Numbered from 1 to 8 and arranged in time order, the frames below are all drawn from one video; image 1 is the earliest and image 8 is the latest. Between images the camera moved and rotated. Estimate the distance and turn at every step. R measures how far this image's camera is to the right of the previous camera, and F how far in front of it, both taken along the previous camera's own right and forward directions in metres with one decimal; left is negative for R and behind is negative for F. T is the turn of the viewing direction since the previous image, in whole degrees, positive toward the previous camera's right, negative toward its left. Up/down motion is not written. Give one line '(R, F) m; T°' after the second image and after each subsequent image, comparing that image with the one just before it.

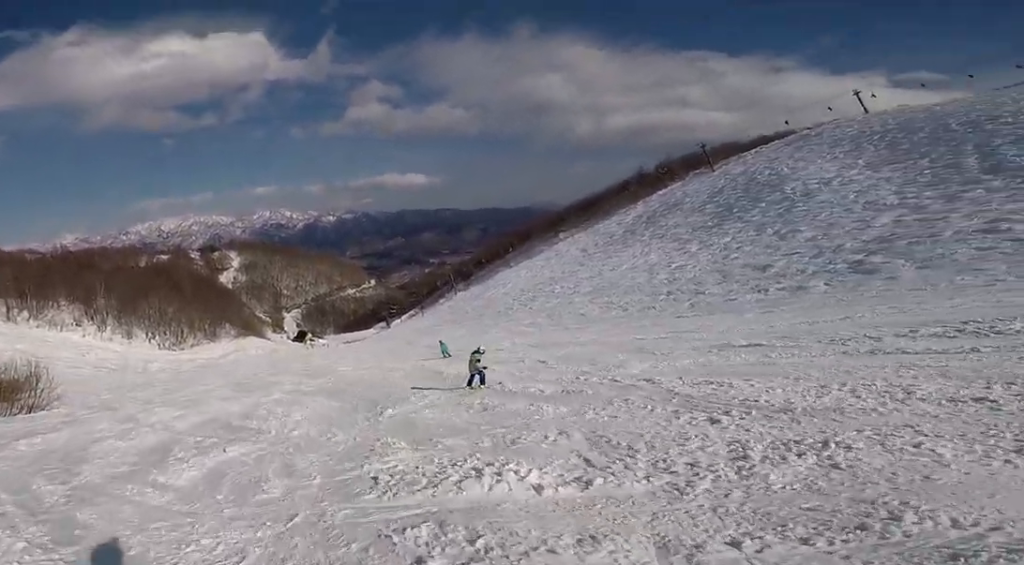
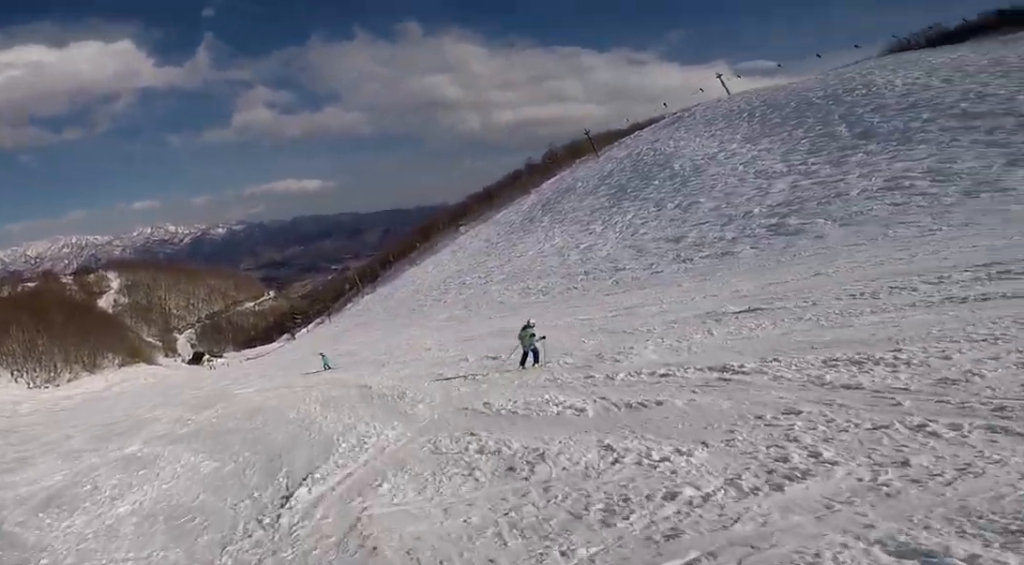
(+0.3, +3.9) m; +15°
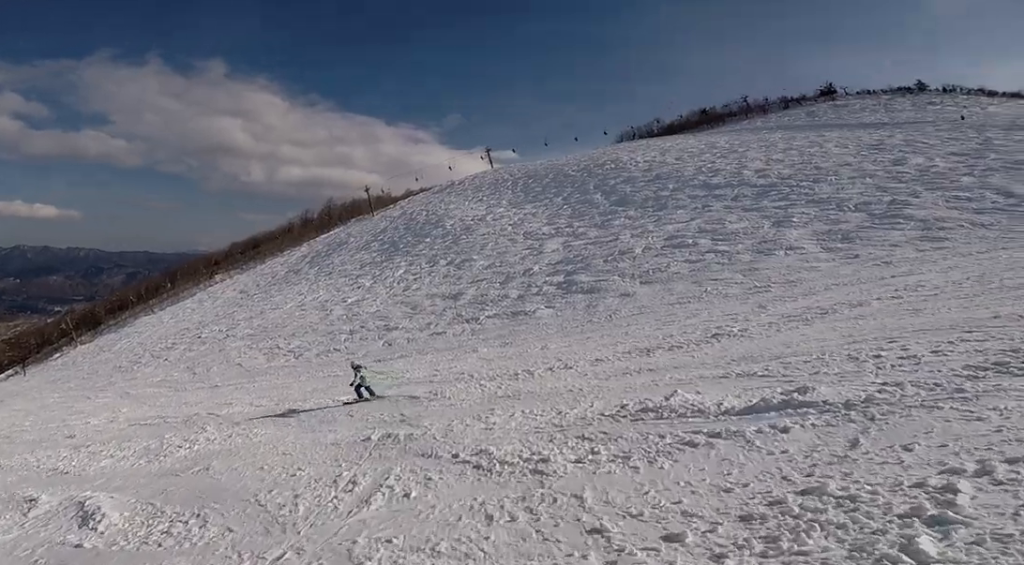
(+3.7, +9.1) m; +31°
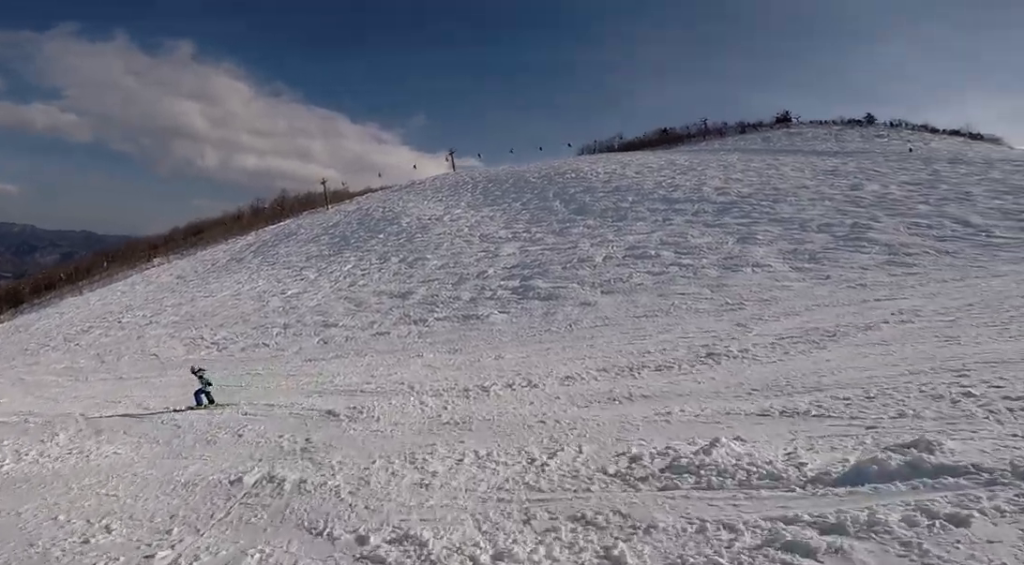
(+0.6, +2.5) m; -9°
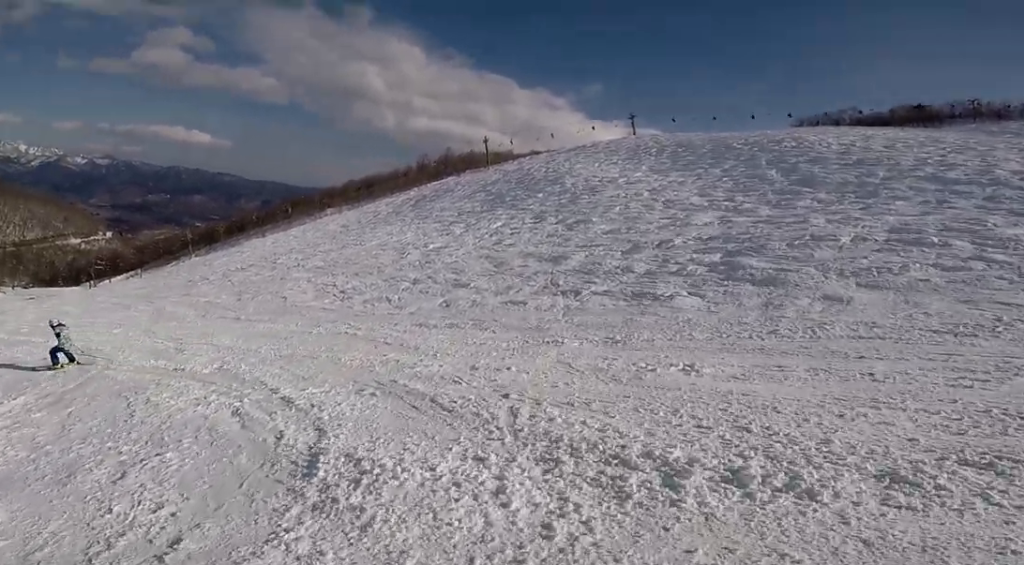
(-1.4, +3.9) m; -35°
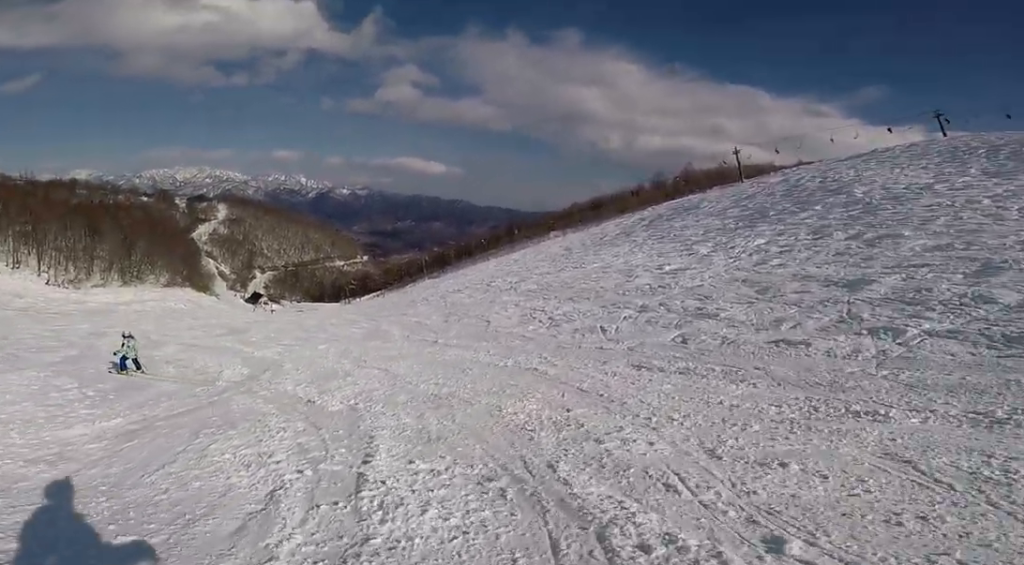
(-0.7, +2.9) m; -21°
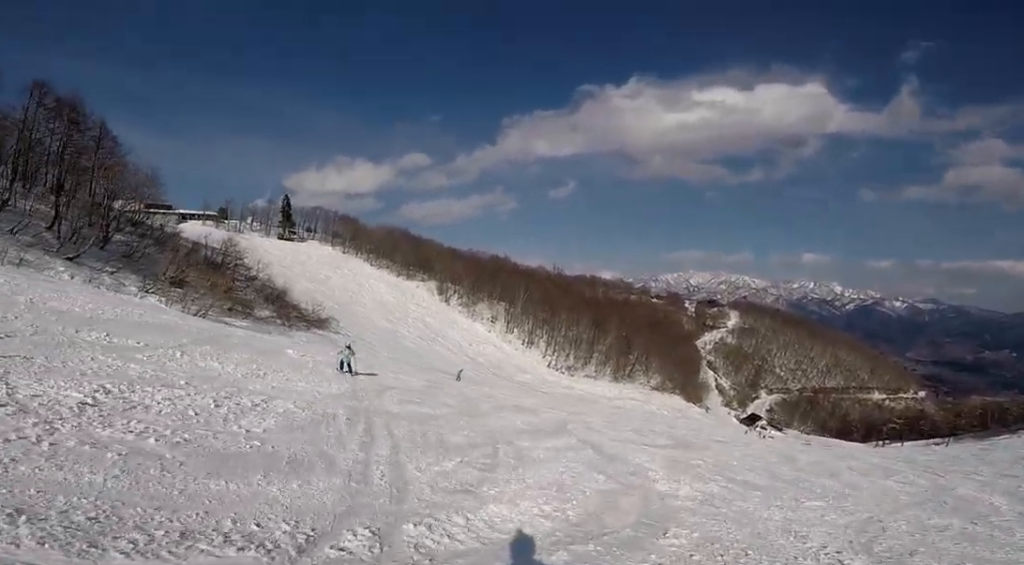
(-2.8, +7.5) m; -46°
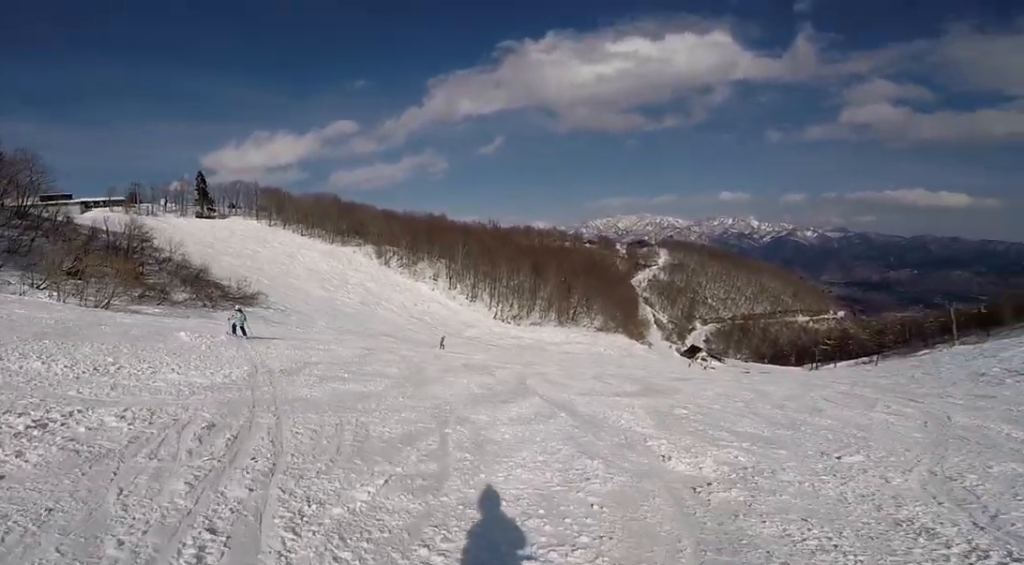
(-0.7, +3.1) m; -13°
